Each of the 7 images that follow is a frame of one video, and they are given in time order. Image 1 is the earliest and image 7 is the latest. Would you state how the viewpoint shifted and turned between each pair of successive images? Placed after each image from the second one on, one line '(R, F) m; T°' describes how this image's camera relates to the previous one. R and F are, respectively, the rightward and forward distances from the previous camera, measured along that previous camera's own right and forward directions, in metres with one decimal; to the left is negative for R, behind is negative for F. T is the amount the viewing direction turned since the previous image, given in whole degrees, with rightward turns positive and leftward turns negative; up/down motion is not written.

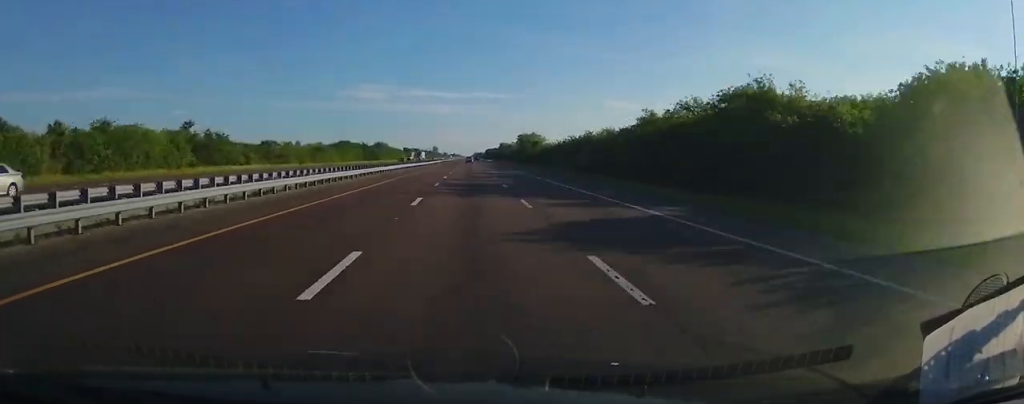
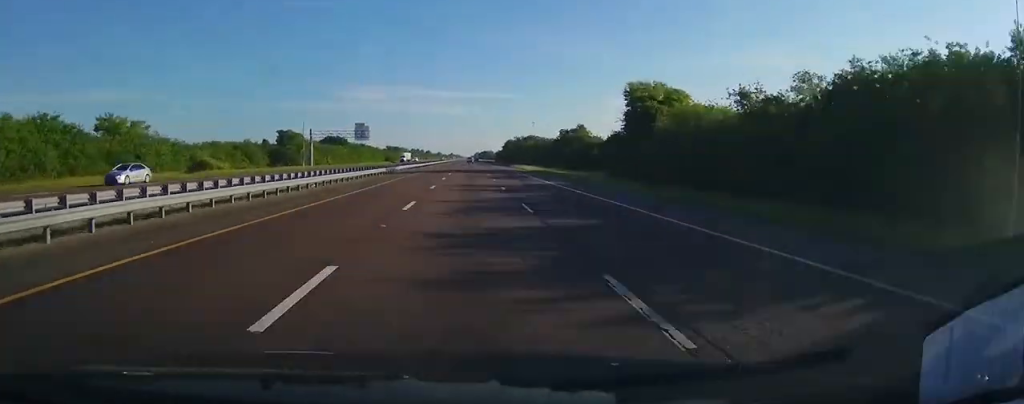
(-1.6, +323.1) m; 0°
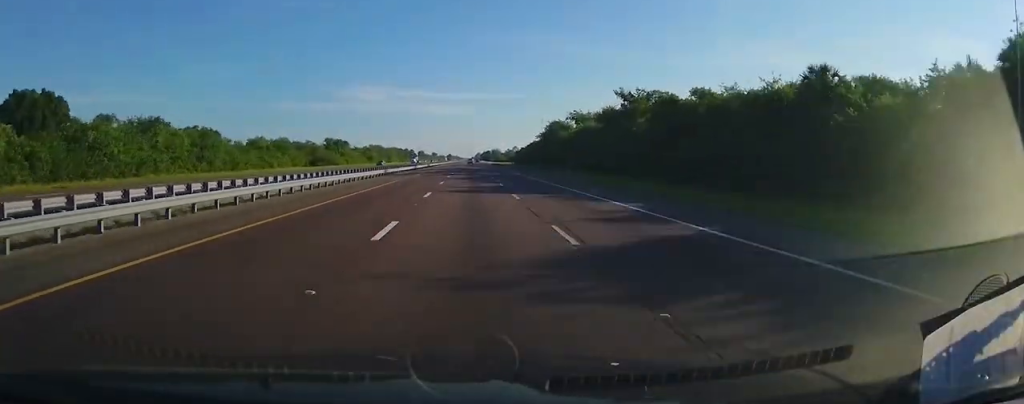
(+0.5, +161.5) m; 0°
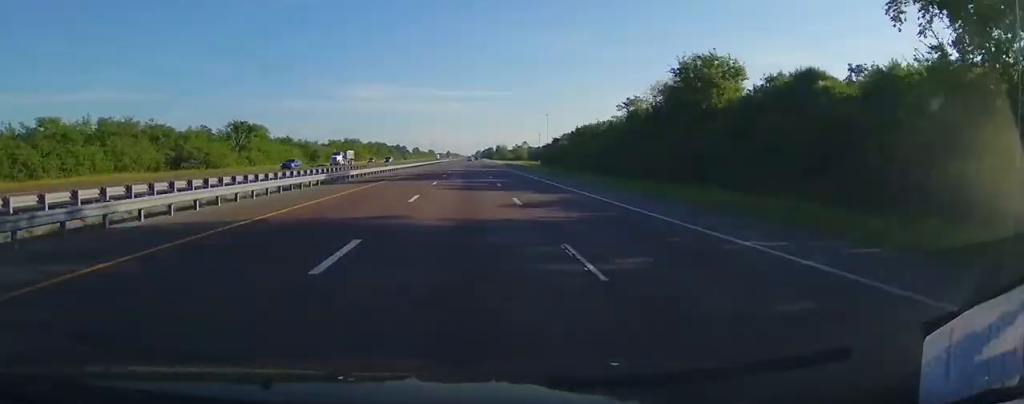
(0.0, +85.6) m; 0°
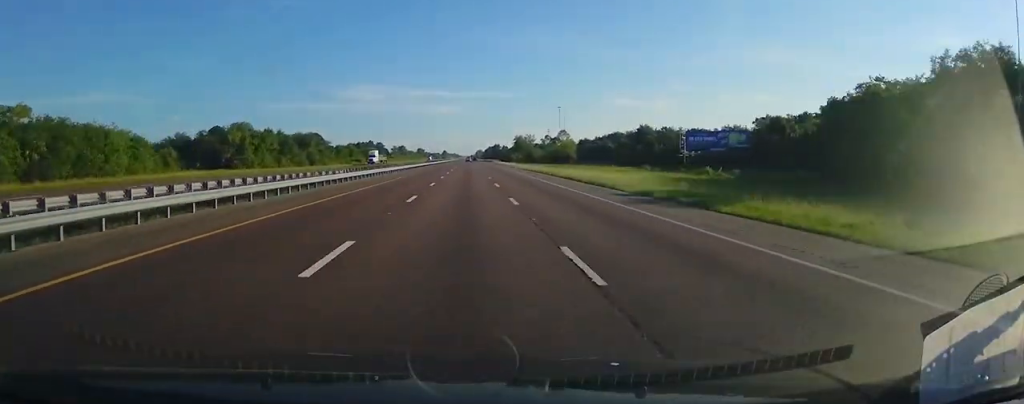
(-0.4, +171.5) m; 0°
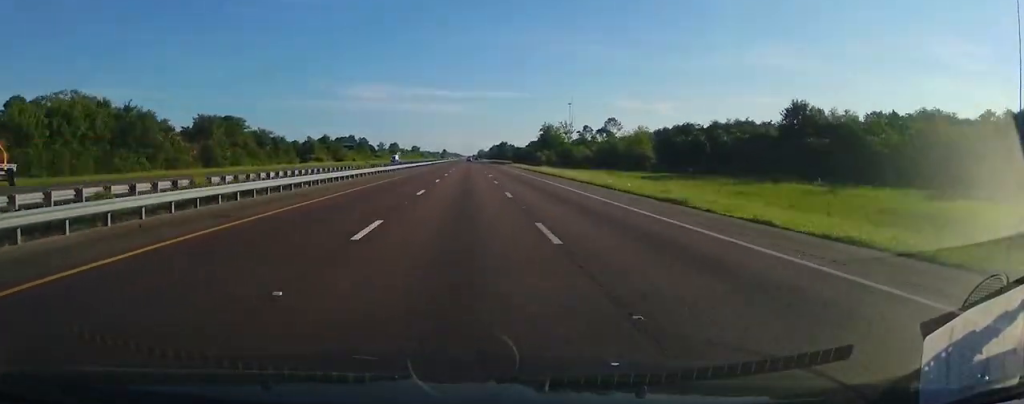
(-0.1, +82.2) m; 0°
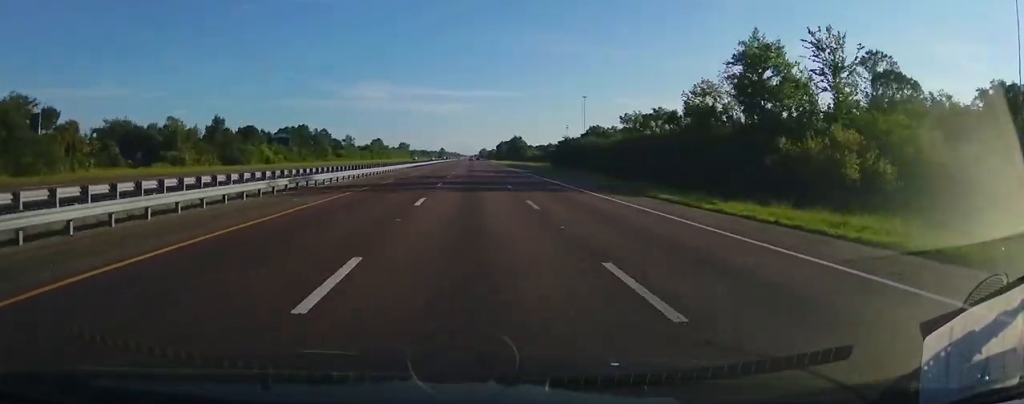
(0.0, +112.3) m; 0°
